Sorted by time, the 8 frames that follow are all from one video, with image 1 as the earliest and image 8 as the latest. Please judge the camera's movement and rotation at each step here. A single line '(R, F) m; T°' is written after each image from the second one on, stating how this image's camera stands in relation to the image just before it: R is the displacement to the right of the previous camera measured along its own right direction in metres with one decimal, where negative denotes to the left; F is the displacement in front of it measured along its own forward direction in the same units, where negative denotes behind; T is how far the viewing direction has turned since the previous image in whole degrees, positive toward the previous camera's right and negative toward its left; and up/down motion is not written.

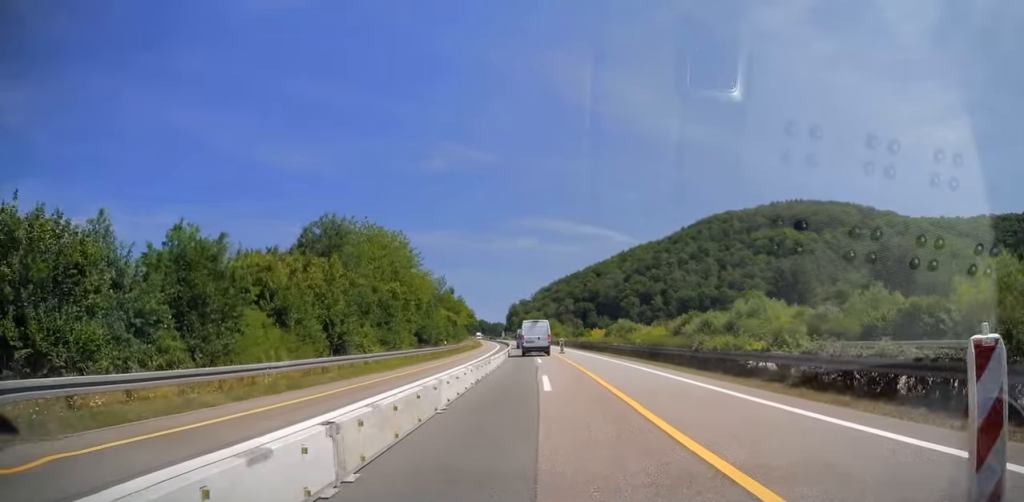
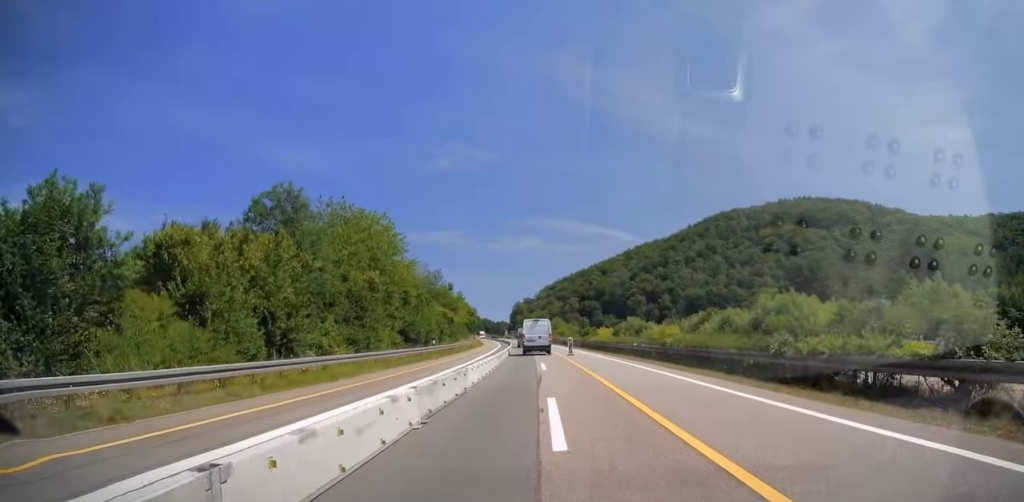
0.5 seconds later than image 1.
(-0.1, +8.1) m; -1°
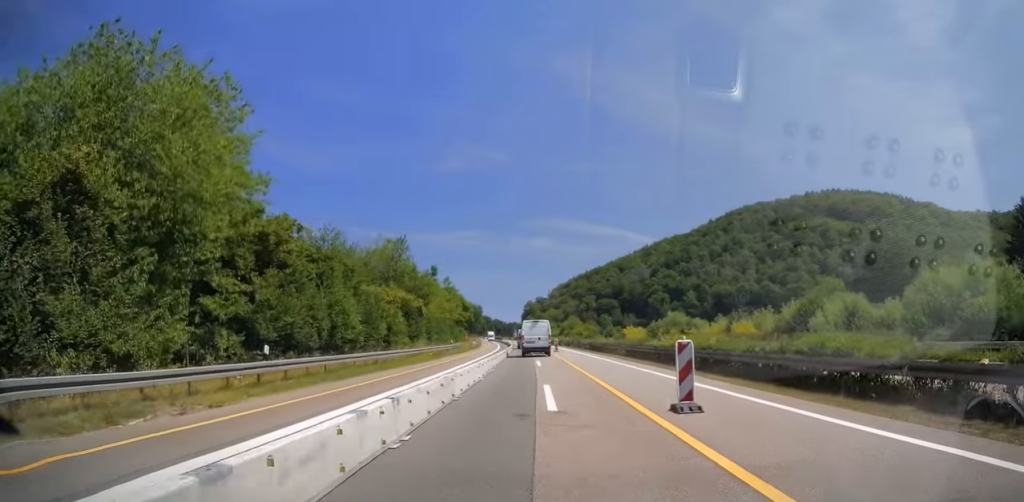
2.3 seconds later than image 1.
(-0.4, +31.5) m; -1°
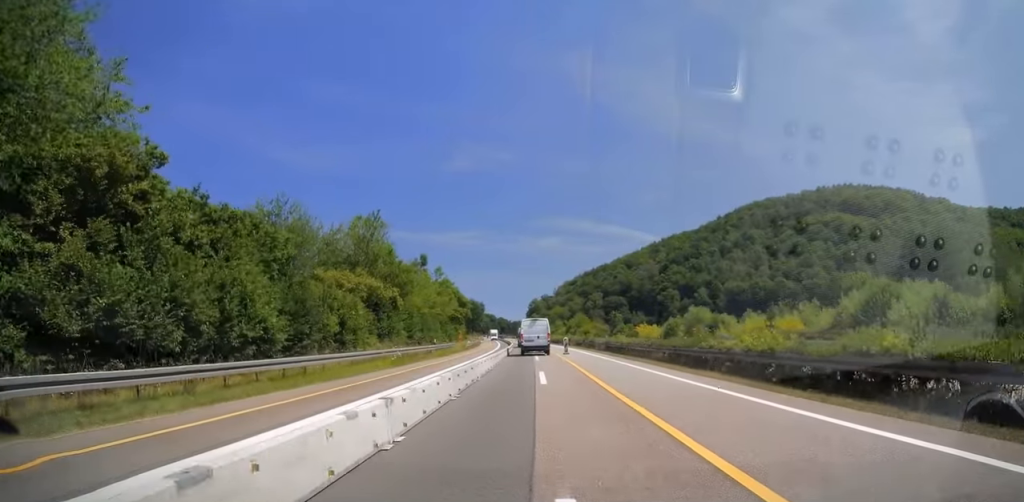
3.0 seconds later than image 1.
(-0.3, +12.1) m; 0°
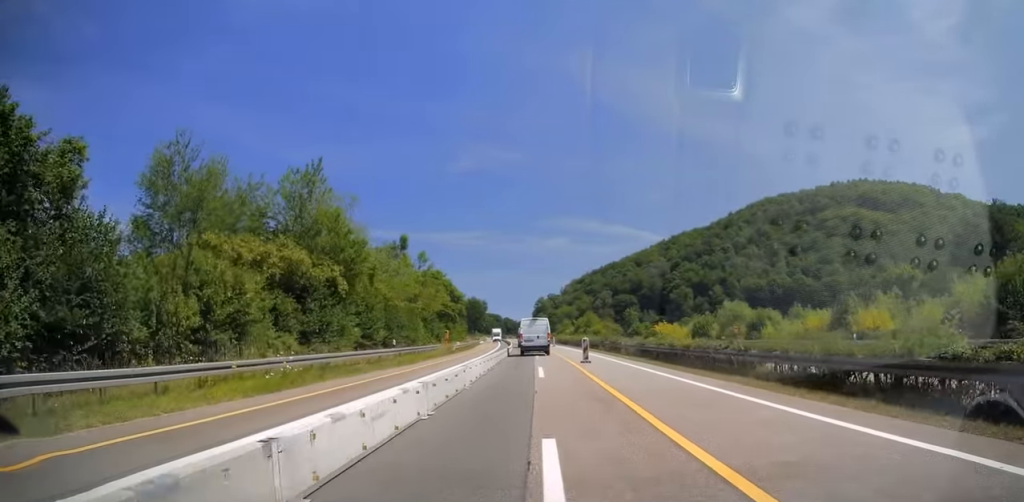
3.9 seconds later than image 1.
(+0.2, +15.3) m; 0°
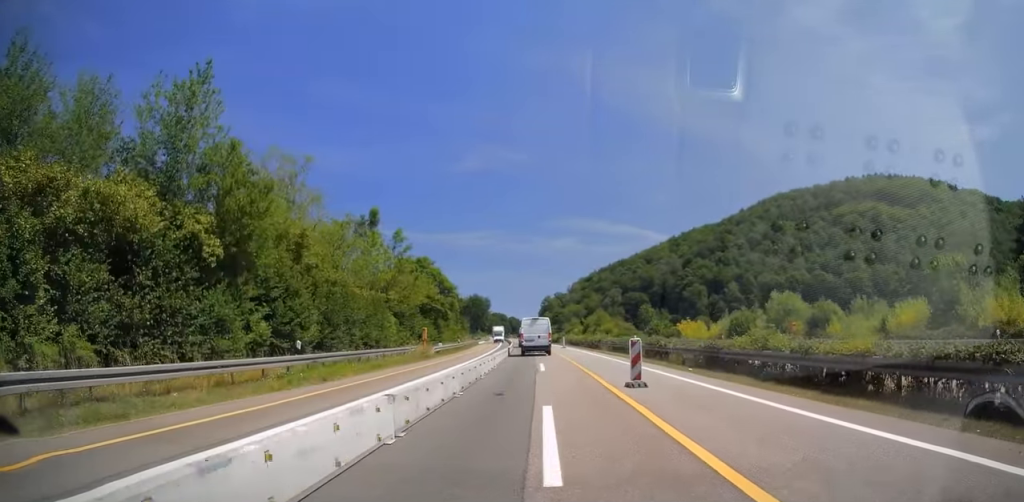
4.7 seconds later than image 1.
(-0.1, +14.4) m; -2°
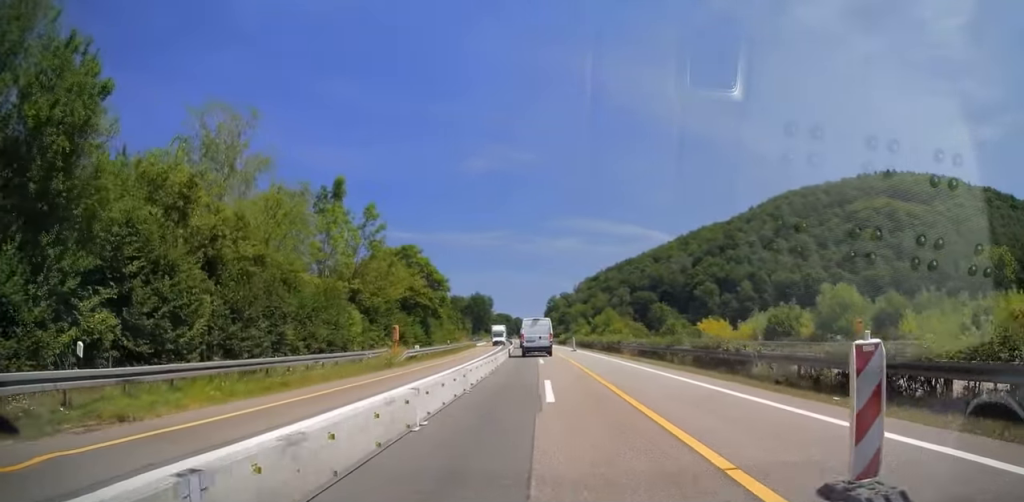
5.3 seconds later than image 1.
(-0.1, +10.9) m; -1°
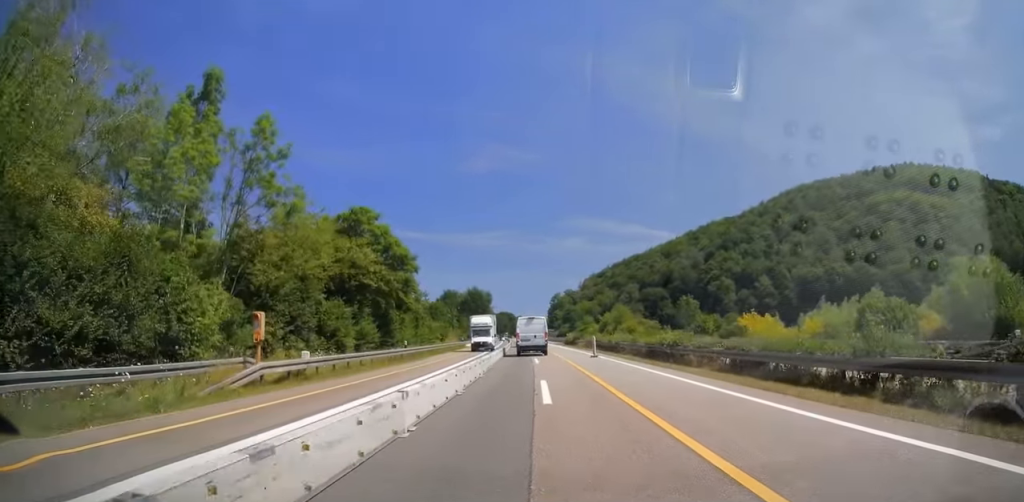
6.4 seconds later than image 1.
(-0.3, +18.9) m; 0°
